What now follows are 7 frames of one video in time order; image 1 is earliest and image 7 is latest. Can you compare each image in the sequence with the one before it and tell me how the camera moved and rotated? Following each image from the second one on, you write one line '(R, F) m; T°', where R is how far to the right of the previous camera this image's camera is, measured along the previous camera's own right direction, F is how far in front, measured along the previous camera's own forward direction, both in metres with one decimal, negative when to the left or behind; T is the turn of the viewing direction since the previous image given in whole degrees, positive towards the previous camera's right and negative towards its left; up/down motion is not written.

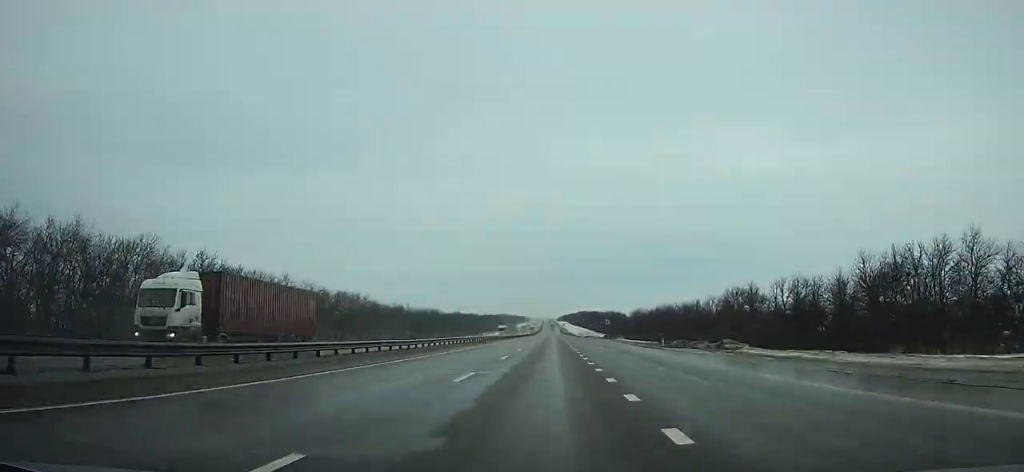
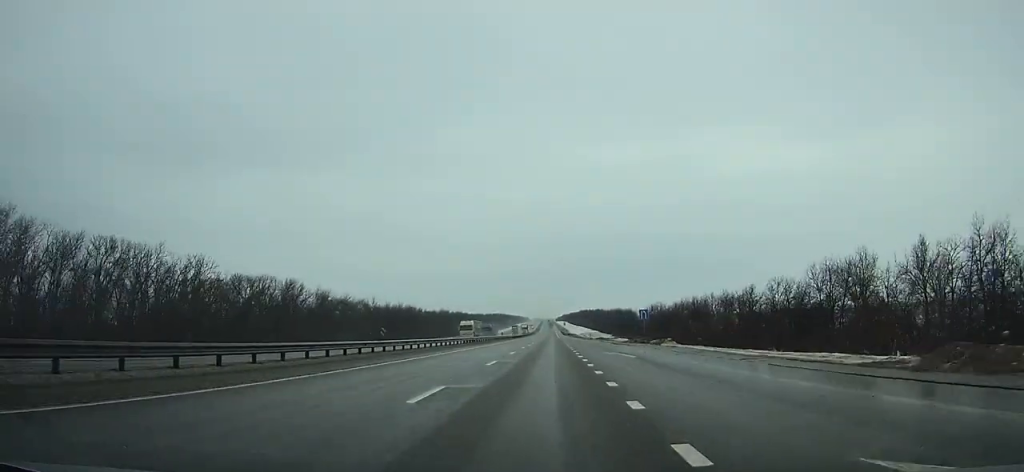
(0.0, +40.0) m; 0°
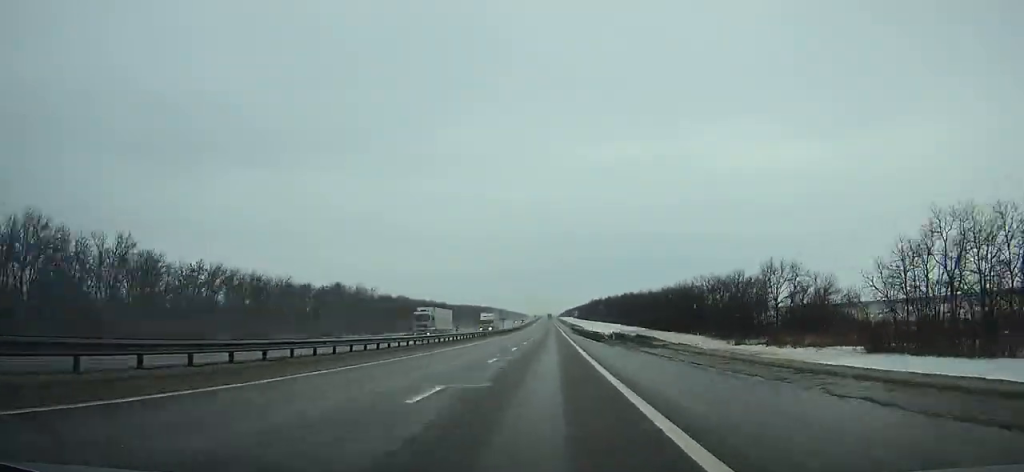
(-0.8, +157.4) m; 0°
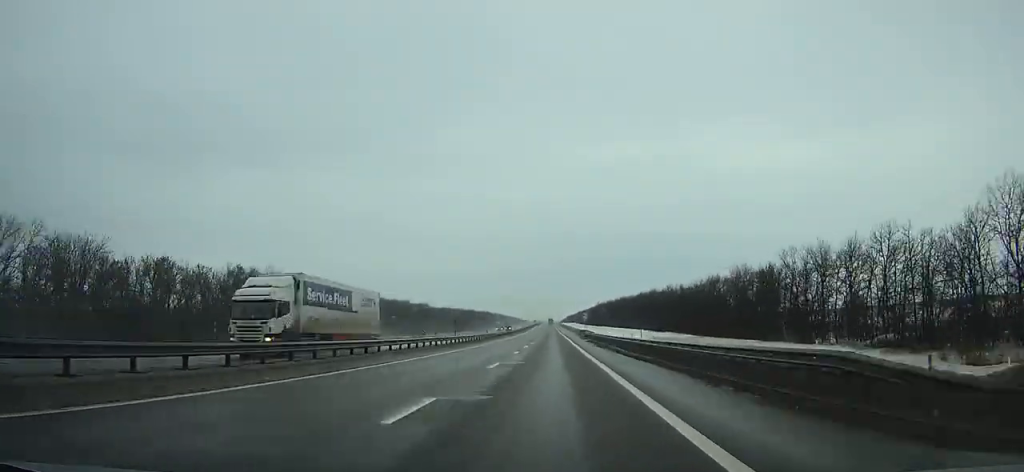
(0.0, +47.9) m; 0°
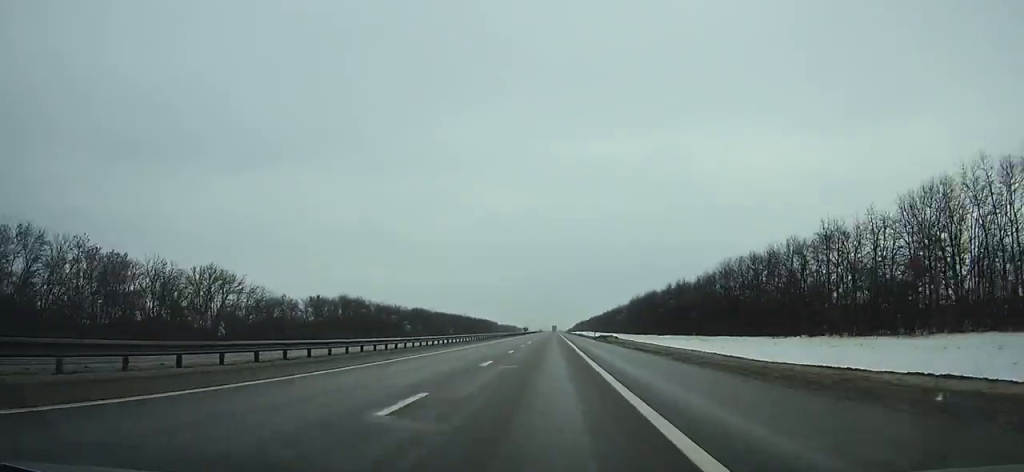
(-0.8, +164.4) m; -1°
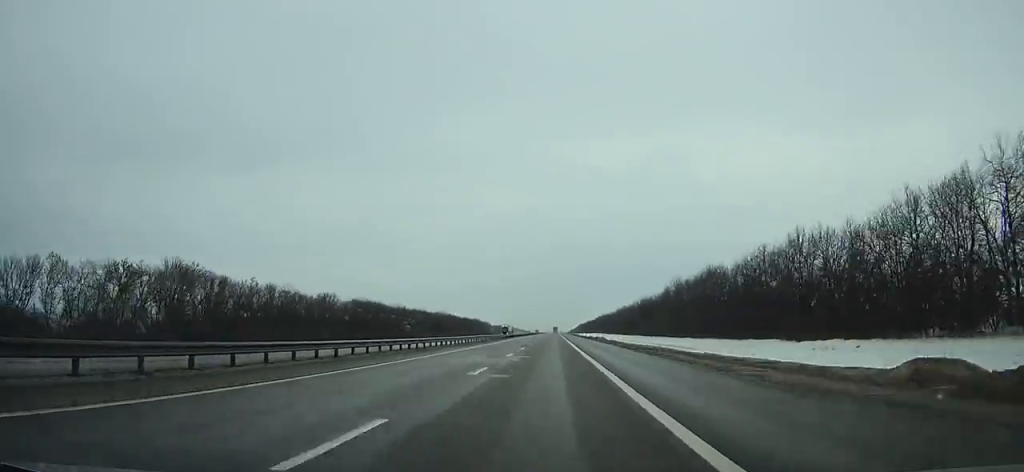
(-0.2, +76.8) m; 0°
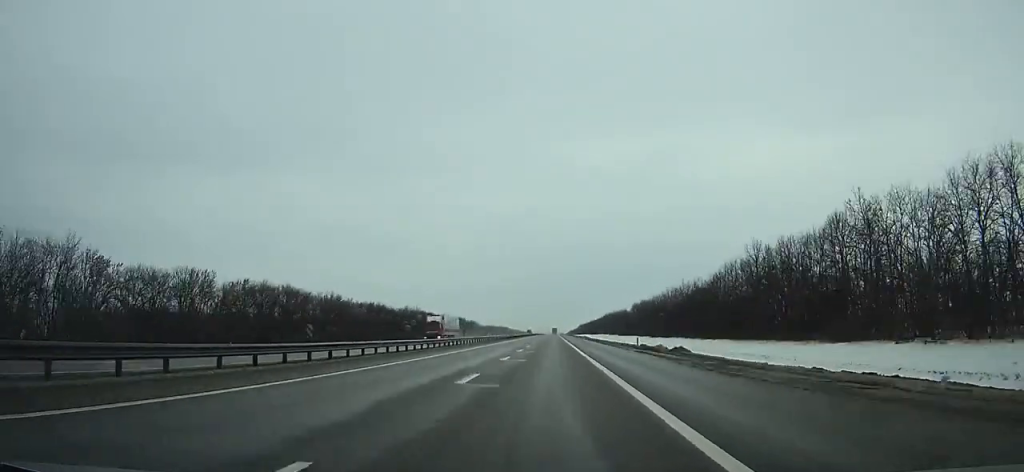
(+0.1, +63.1) m; 0°
